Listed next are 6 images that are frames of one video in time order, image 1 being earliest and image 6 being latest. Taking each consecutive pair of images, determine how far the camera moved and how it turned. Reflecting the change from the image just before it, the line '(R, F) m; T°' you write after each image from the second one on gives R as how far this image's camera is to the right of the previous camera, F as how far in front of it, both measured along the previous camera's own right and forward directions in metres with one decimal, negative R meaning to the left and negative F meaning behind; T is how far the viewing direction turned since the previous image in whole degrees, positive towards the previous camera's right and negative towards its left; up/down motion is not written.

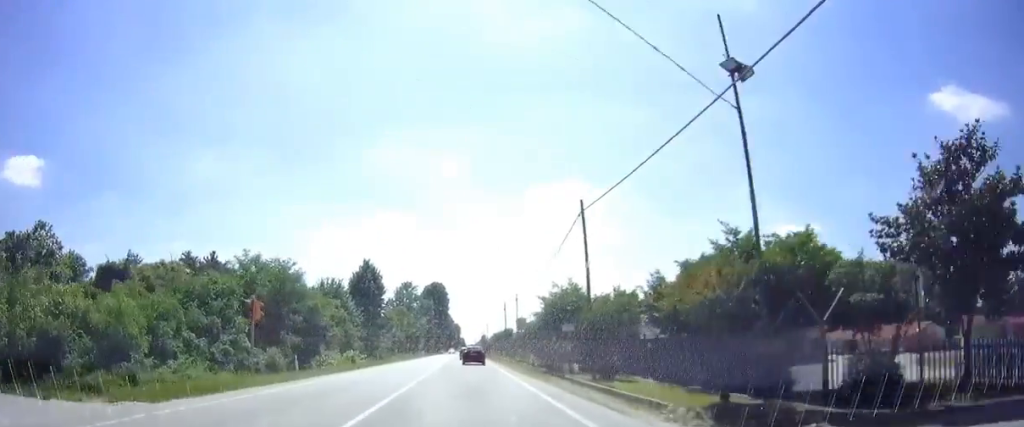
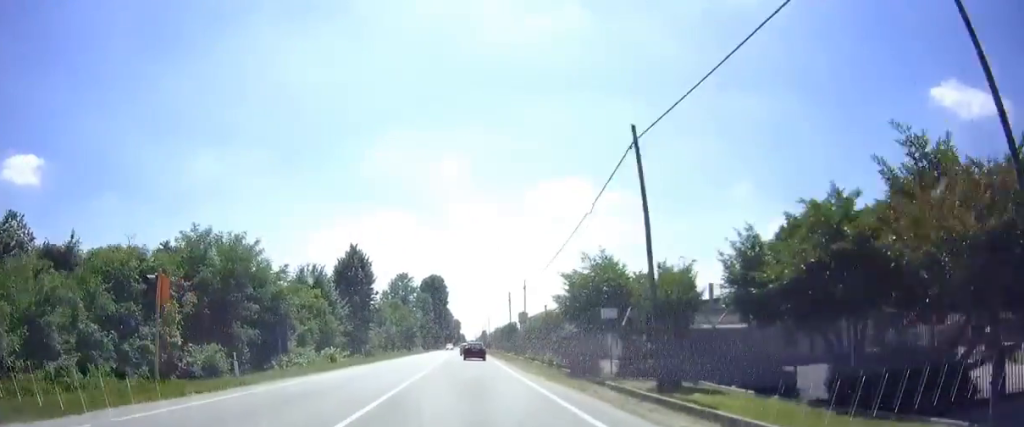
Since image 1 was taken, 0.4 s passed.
(-0.2, +6.9) m; 0°
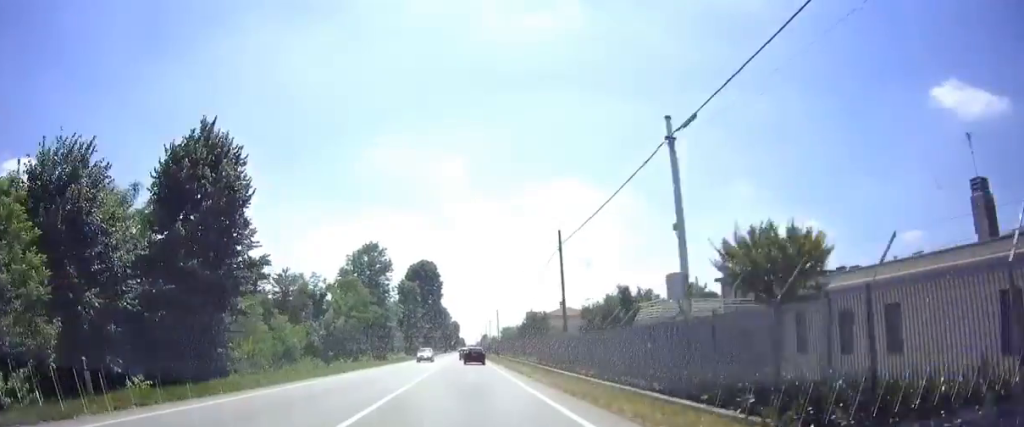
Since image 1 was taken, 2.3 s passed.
(-0.2, +32.0) m; 0°
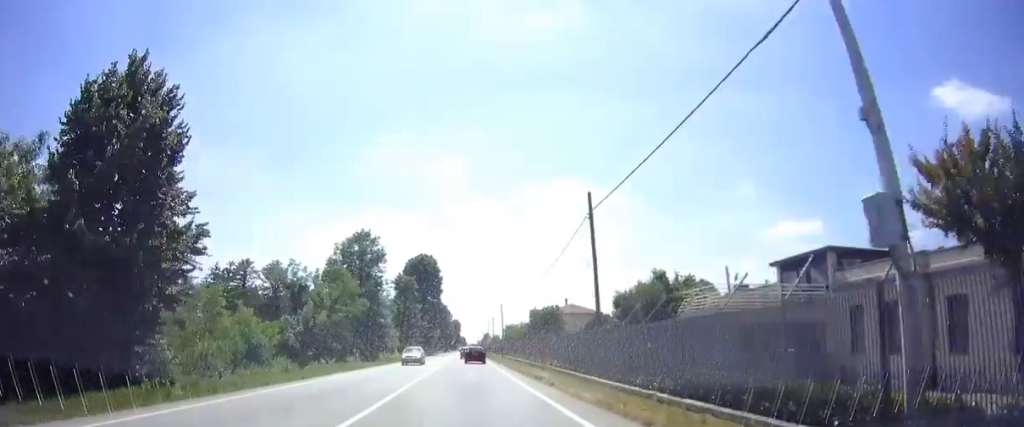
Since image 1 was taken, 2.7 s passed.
(0.0, +6.8) m; 0°
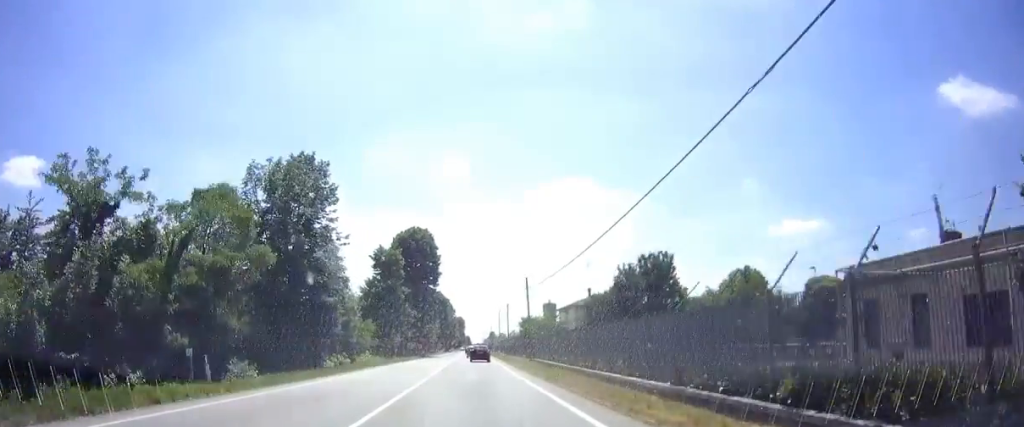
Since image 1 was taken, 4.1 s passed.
(0.0, +24.5) m; 0°
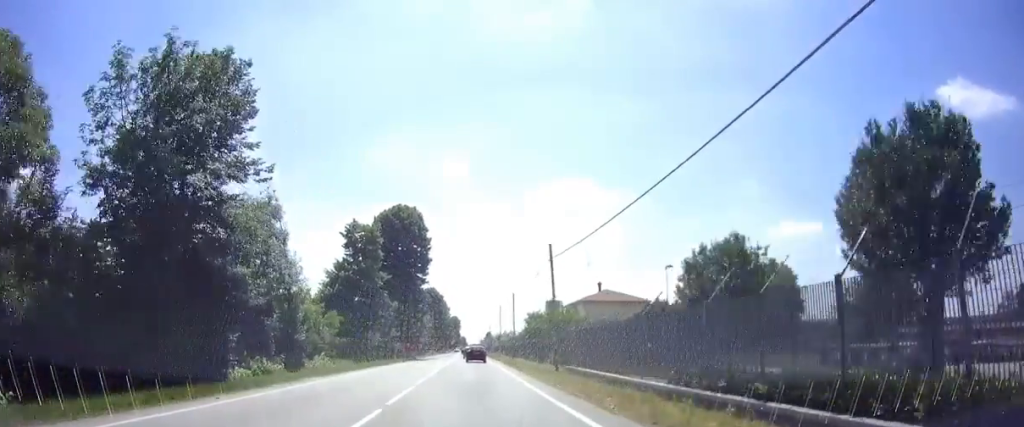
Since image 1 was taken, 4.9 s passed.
(0.0, +13.1) m; +1°
